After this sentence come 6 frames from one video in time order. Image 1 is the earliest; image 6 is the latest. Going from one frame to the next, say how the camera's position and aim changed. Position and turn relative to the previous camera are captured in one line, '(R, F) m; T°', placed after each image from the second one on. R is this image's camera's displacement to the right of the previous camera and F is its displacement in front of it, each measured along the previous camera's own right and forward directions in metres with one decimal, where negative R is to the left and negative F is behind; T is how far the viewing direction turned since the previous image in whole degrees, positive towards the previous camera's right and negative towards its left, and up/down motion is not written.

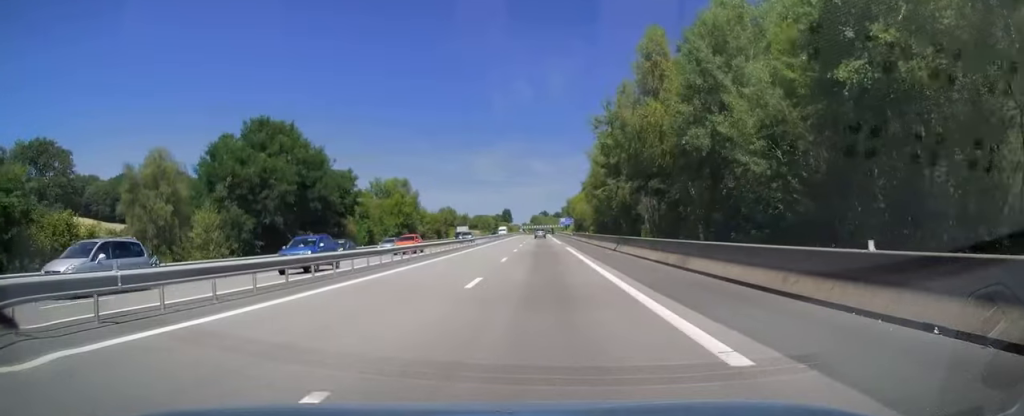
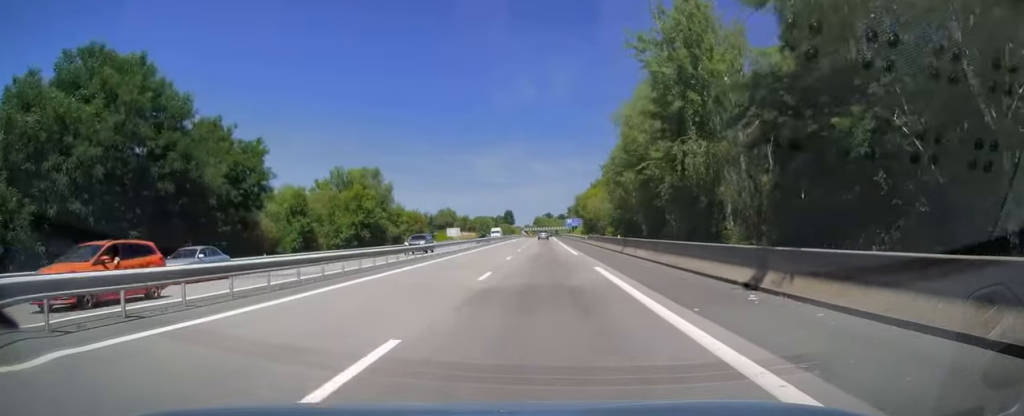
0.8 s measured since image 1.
(-0.1, +23.3) m; 0°
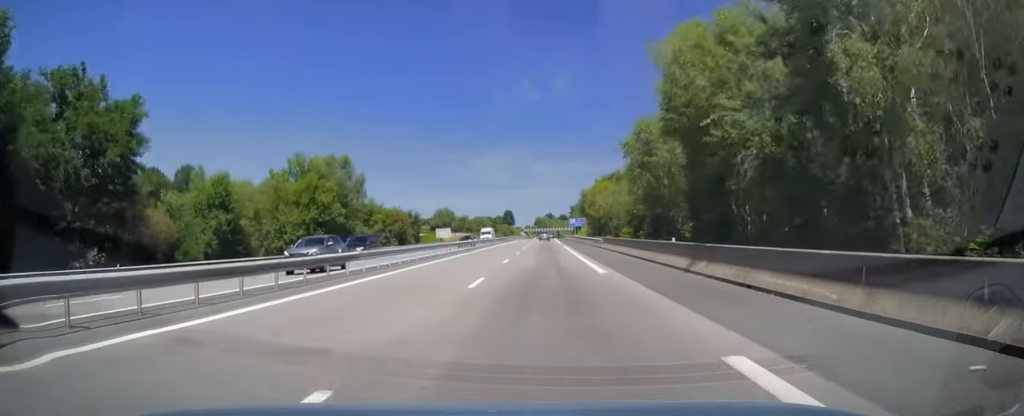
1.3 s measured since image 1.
(0.0, +15.5) m; 0°
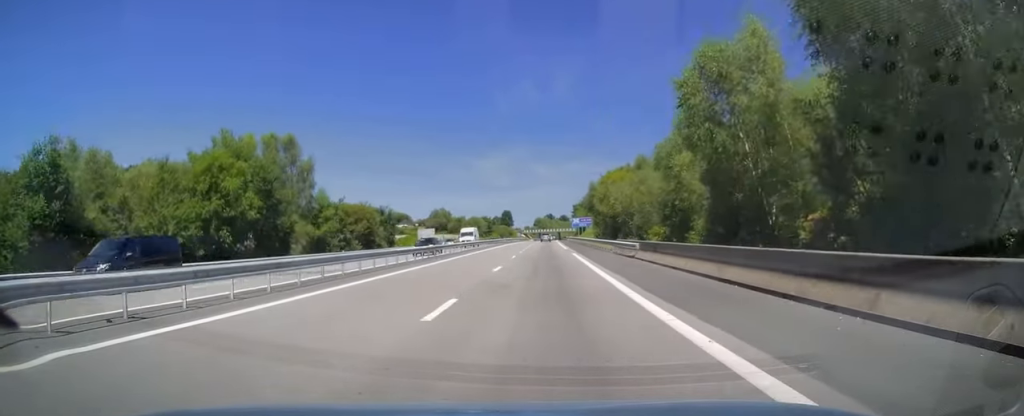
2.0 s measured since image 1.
(0.0, +18.4) m; 0°
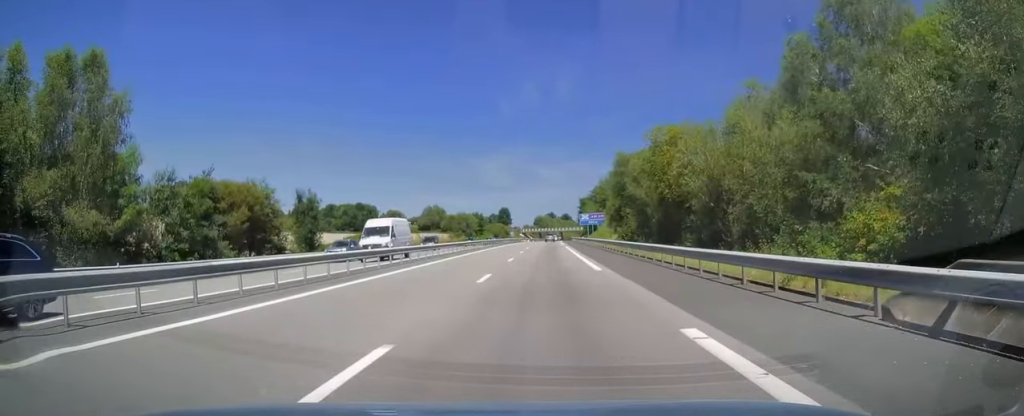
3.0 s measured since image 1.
(-0.1, +31.5) m; 0°
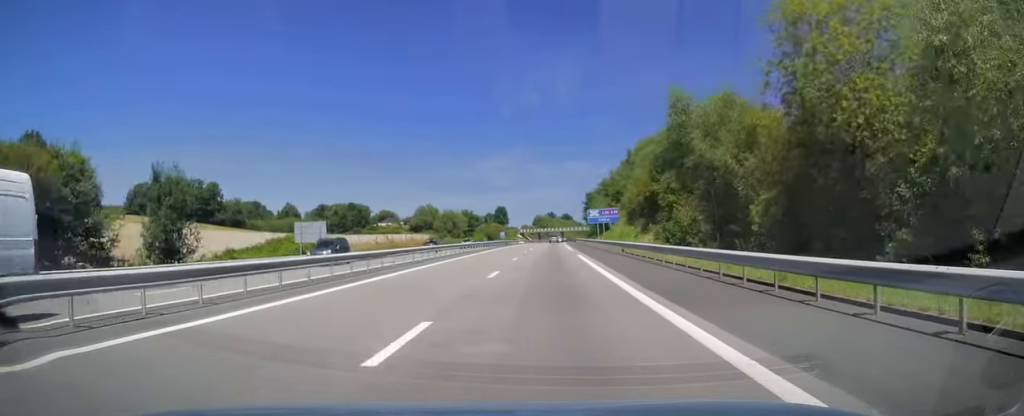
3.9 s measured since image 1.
(0.0, +23.9) m; 0°
